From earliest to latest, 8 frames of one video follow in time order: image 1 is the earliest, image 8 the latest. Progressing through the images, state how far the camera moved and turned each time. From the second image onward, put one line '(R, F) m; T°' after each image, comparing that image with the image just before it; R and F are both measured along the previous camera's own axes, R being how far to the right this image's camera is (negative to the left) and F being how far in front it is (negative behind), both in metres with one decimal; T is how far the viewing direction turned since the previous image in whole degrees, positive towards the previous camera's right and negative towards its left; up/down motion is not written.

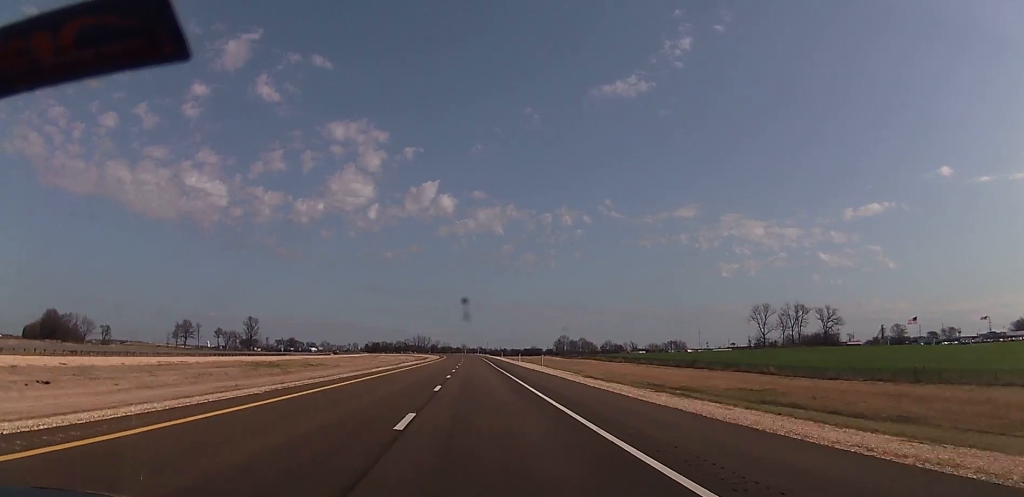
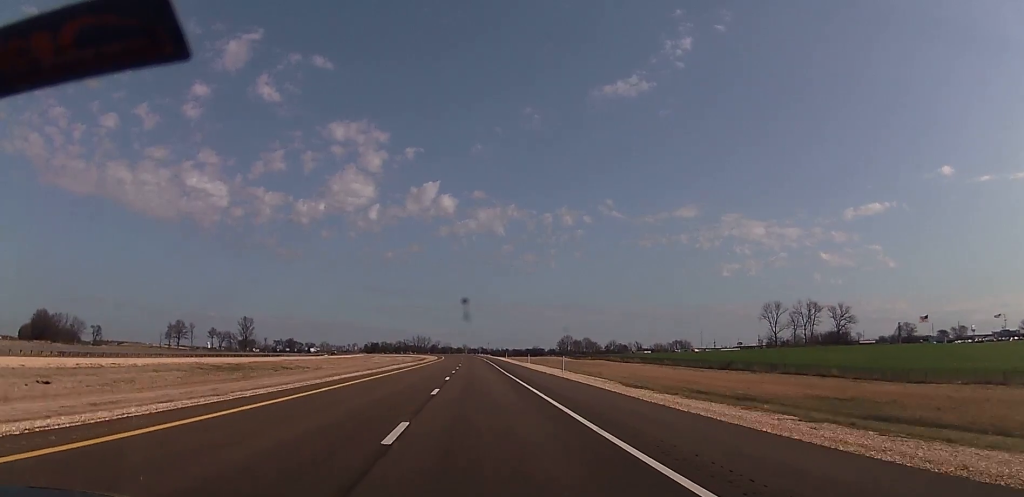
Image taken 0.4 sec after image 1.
(-0.2, +14.1) m; 0°
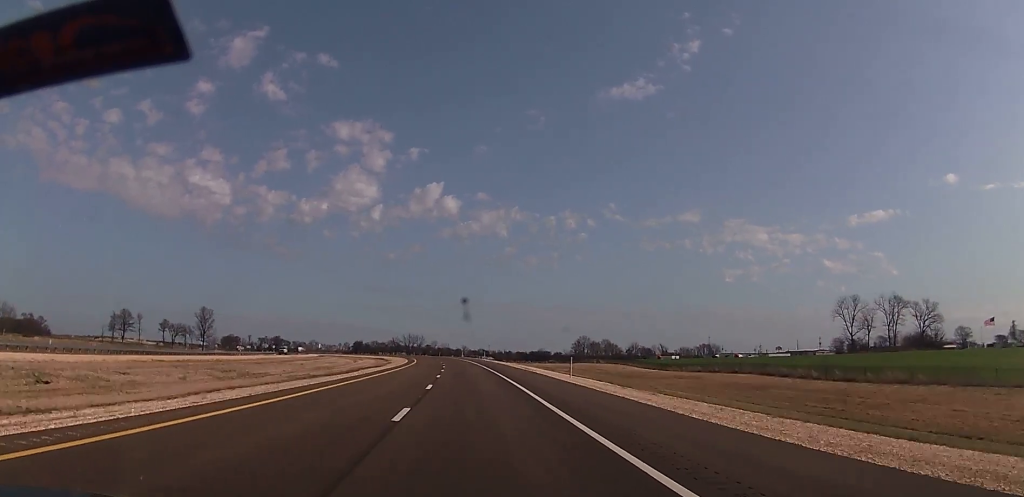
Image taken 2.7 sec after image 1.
(+0.5, +81.6) m; 0°
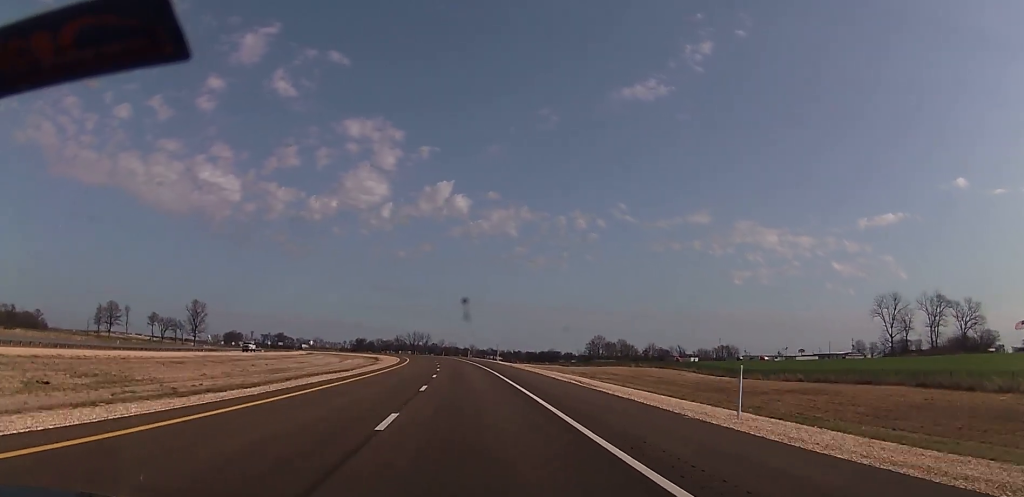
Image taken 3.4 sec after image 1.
(0.0, +26.1) m; 0°
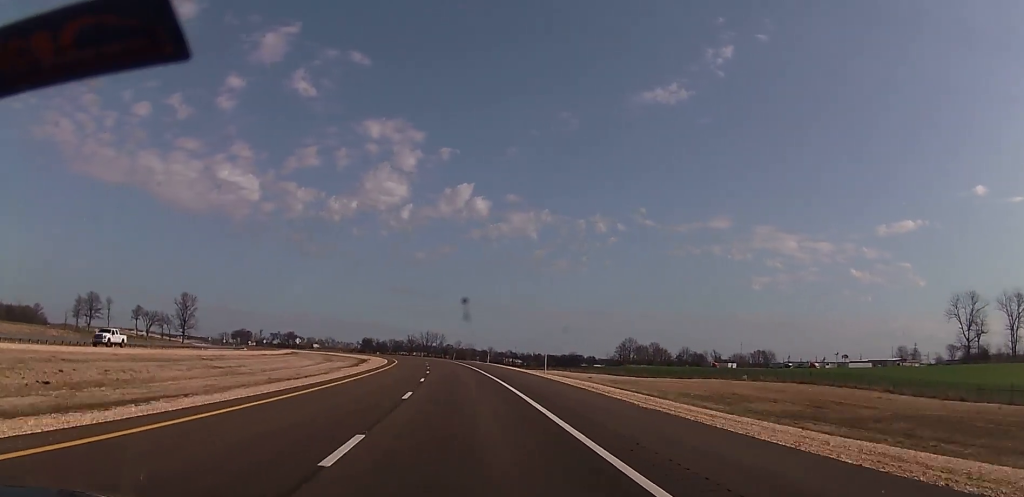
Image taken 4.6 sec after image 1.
(-0.3, +40.1) m; 0°
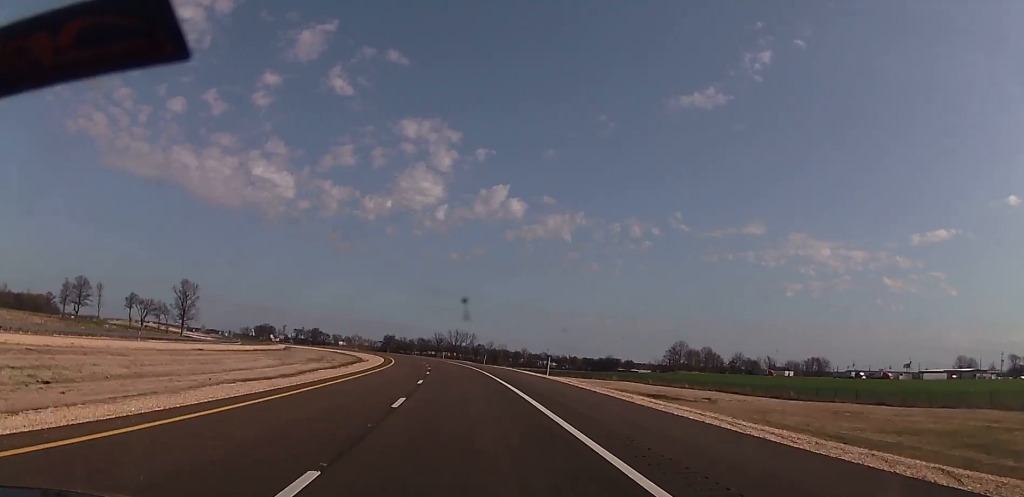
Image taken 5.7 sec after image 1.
(0.0, +40.2) m; -2°
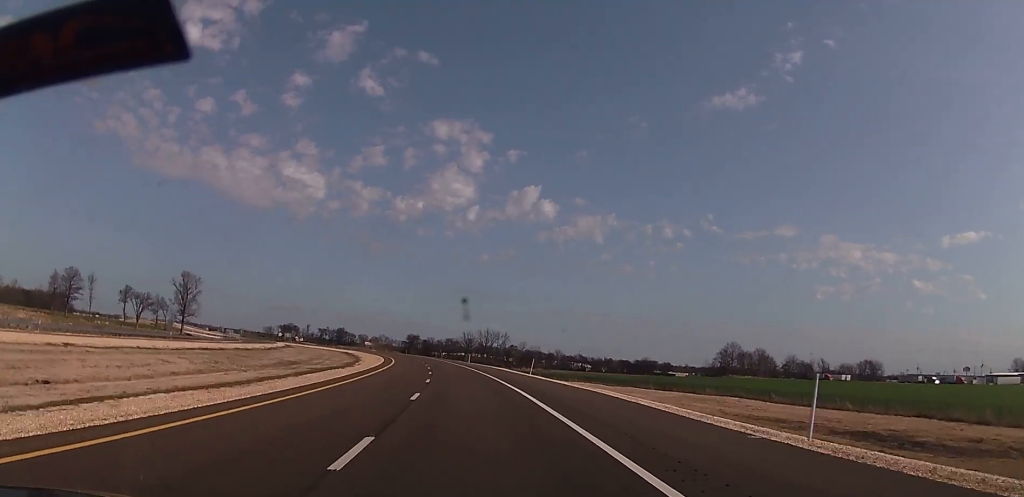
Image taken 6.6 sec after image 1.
(-0.8, +33.1) m; -3°
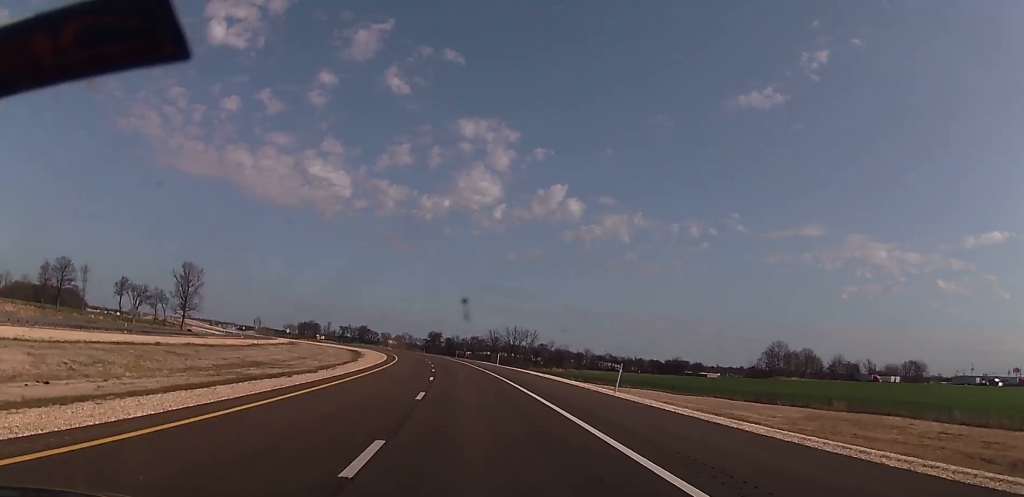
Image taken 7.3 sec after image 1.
(-0.4, +24.8) m; -1°
